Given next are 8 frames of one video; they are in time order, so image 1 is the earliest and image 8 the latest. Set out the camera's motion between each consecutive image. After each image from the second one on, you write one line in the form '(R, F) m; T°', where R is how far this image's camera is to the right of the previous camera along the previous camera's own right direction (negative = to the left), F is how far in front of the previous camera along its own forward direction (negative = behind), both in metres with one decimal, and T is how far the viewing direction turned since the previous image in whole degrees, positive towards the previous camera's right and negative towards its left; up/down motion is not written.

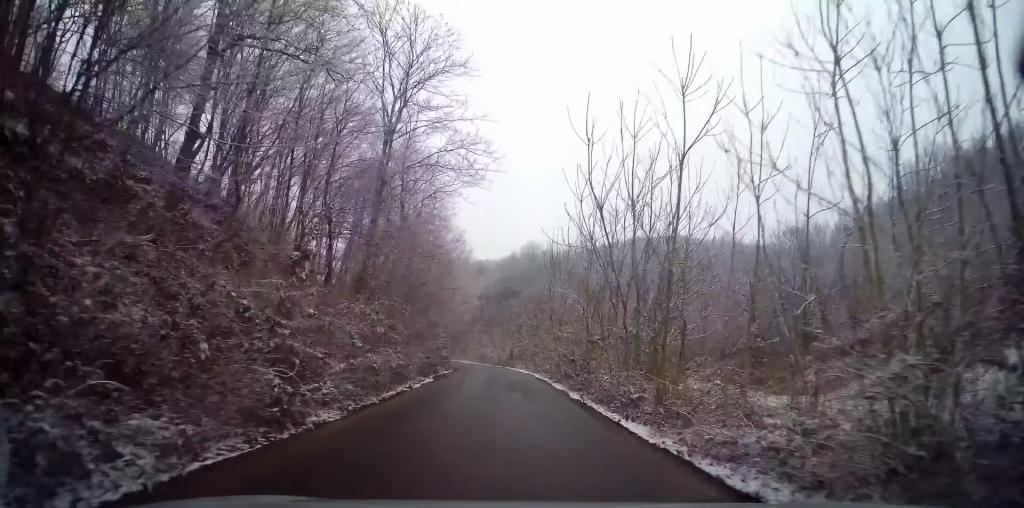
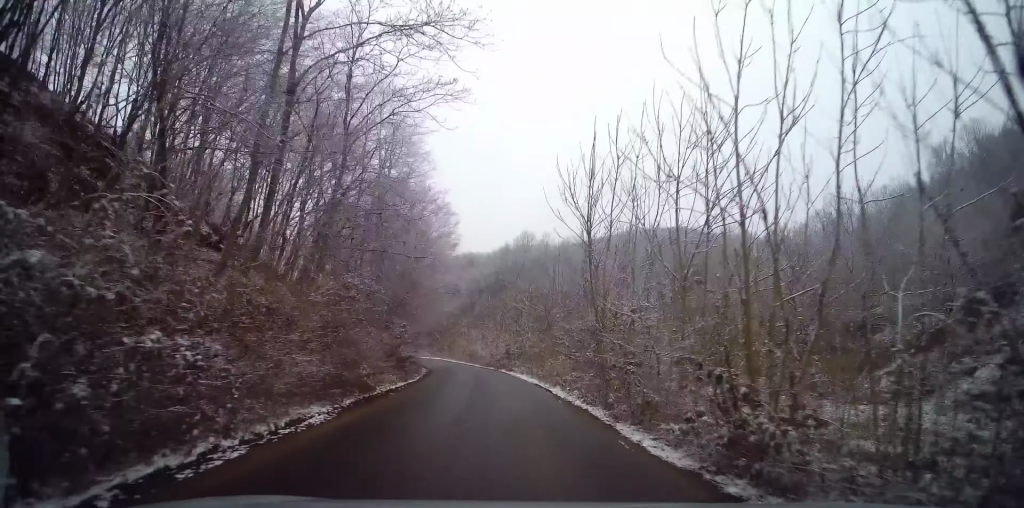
(+0.3, +12.4) m; +2°
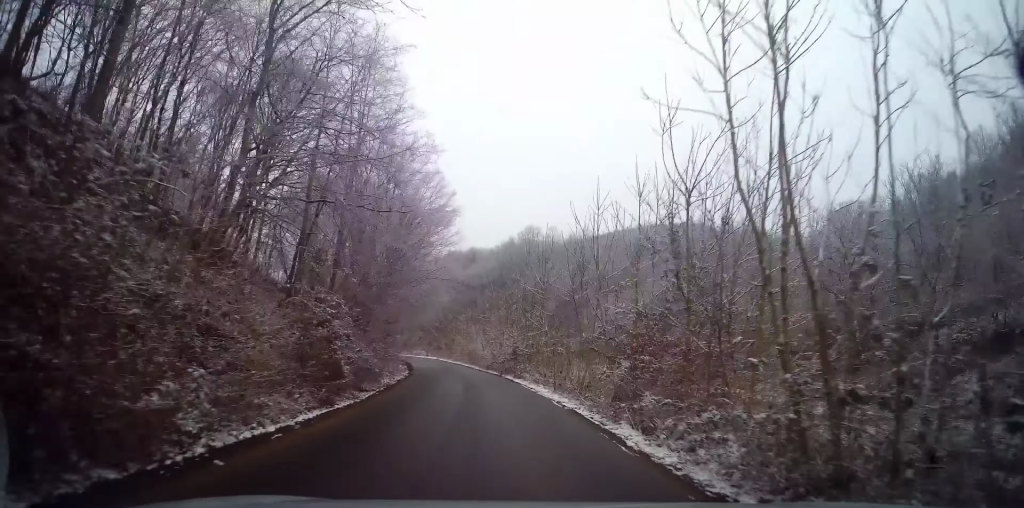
(0.0, +9.2) m; -1°
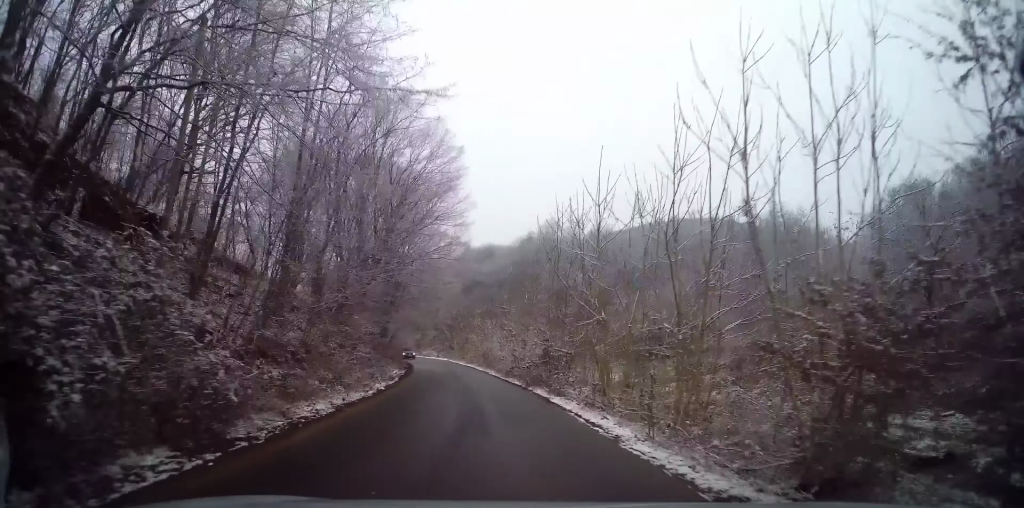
(0.0, +9.3) m; -1°
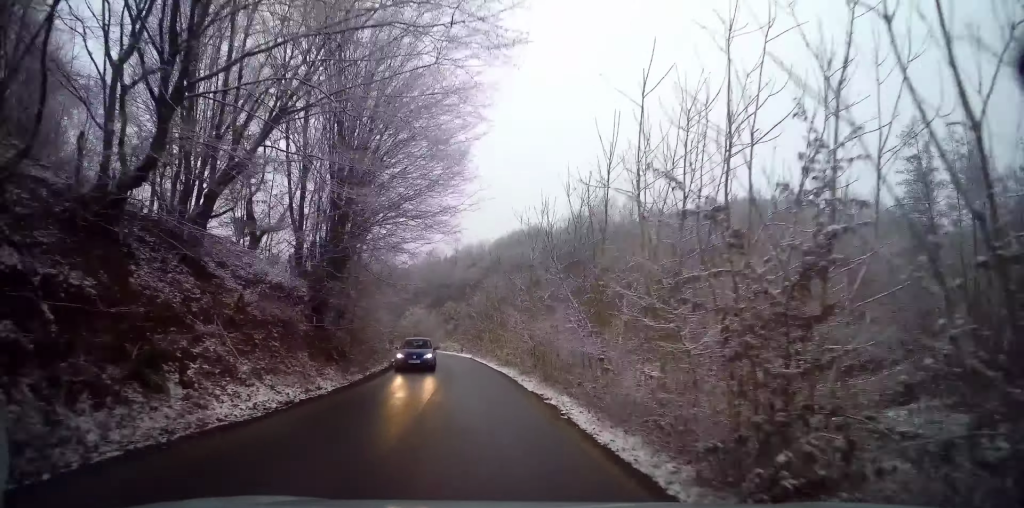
(-0.8, +23.6) m; -4°
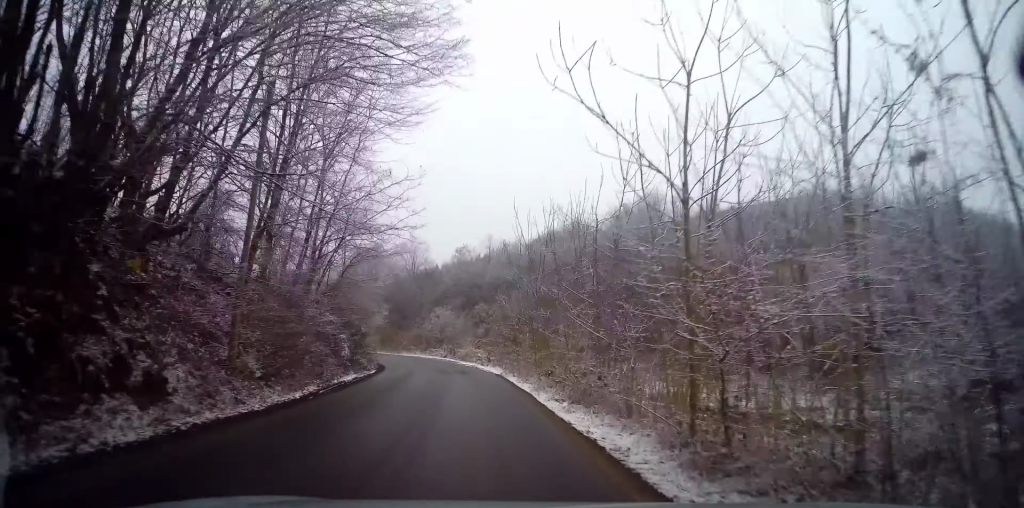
(-0.5, +16.4) m; -4°
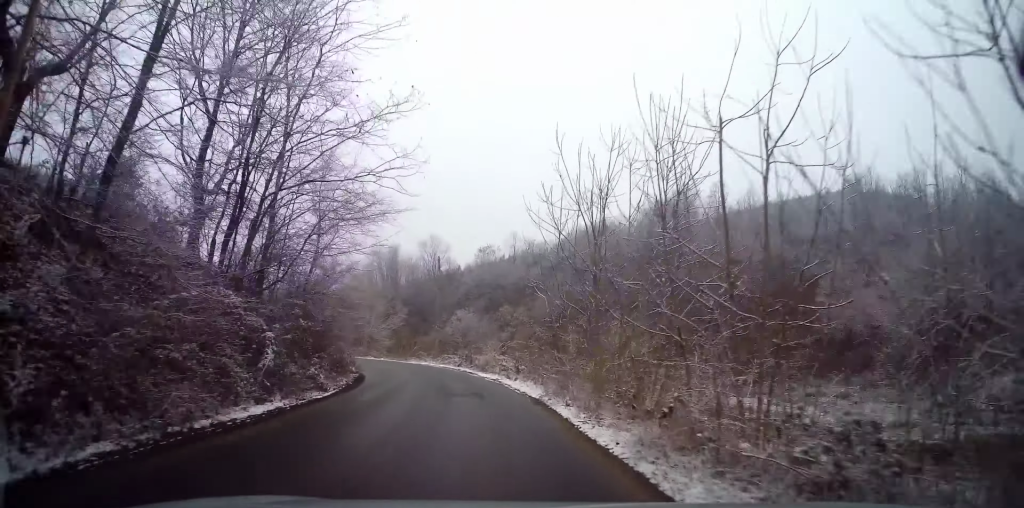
(-0.2, +8.4) m; -4°
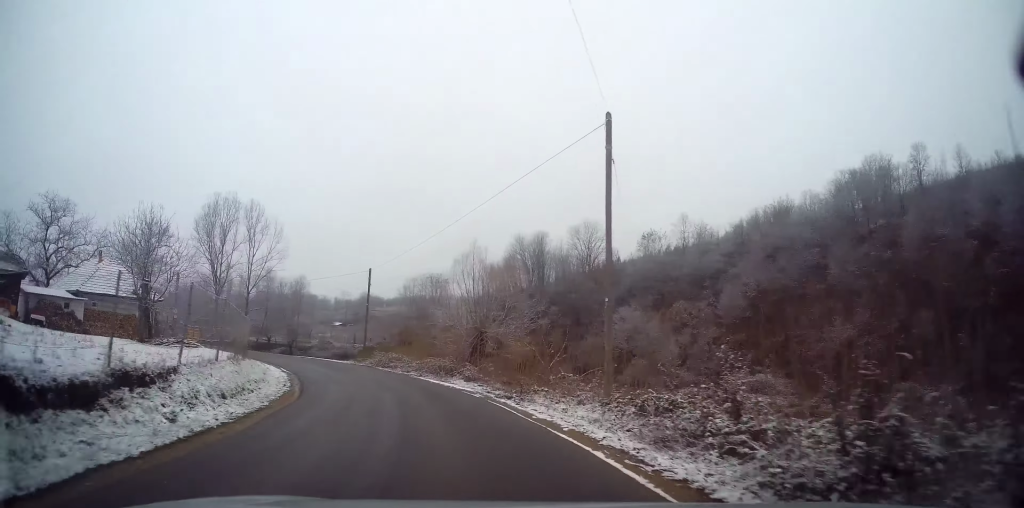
(-3.7, +24.0) m; -20°
